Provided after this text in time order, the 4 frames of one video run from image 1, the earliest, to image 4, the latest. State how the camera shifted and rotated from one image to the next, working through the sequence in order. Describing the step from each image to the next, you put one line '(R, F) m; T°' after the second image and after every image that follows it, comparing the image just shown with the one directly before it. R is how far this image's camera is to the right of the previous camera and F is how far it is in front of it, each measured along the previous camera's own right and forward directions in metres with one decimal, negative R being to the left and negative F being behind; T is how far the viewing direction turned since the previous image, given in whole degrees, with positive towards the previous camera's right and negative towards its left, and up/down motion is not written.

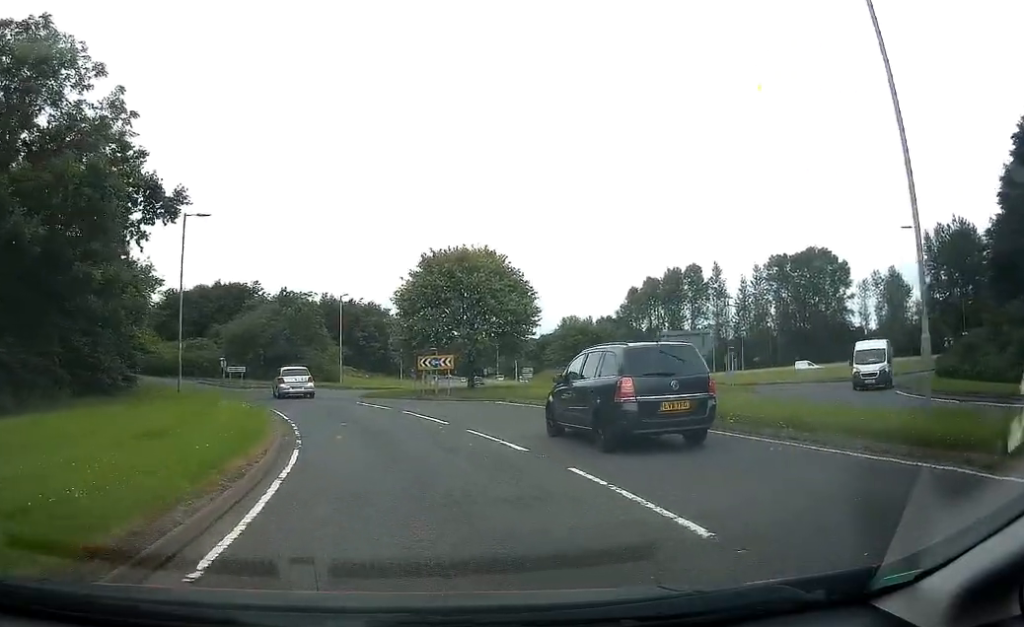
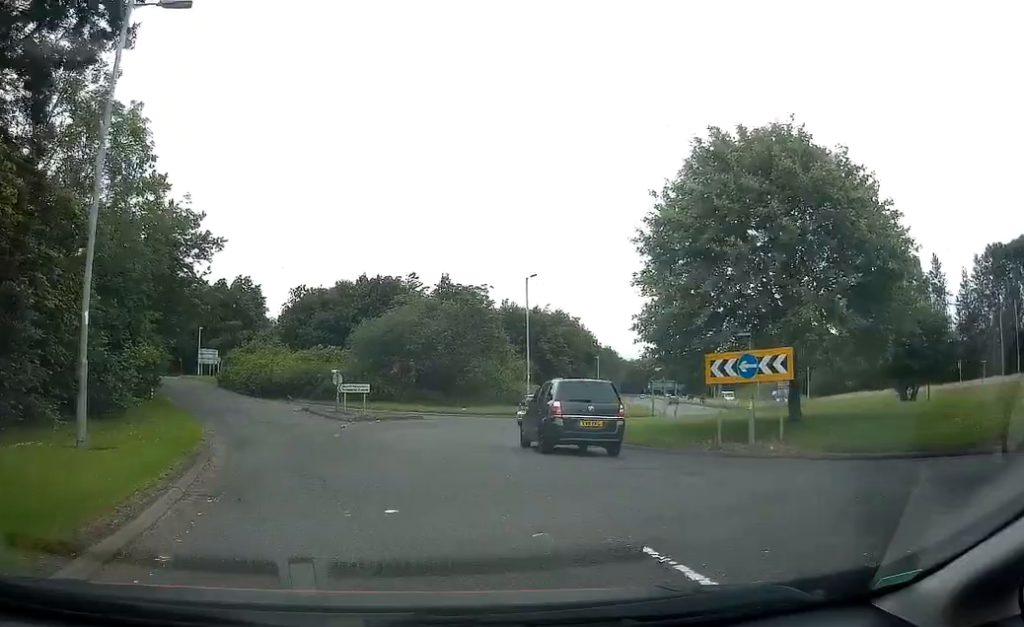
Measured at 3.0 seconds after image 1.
(-2.4, +19.7) m; -18°
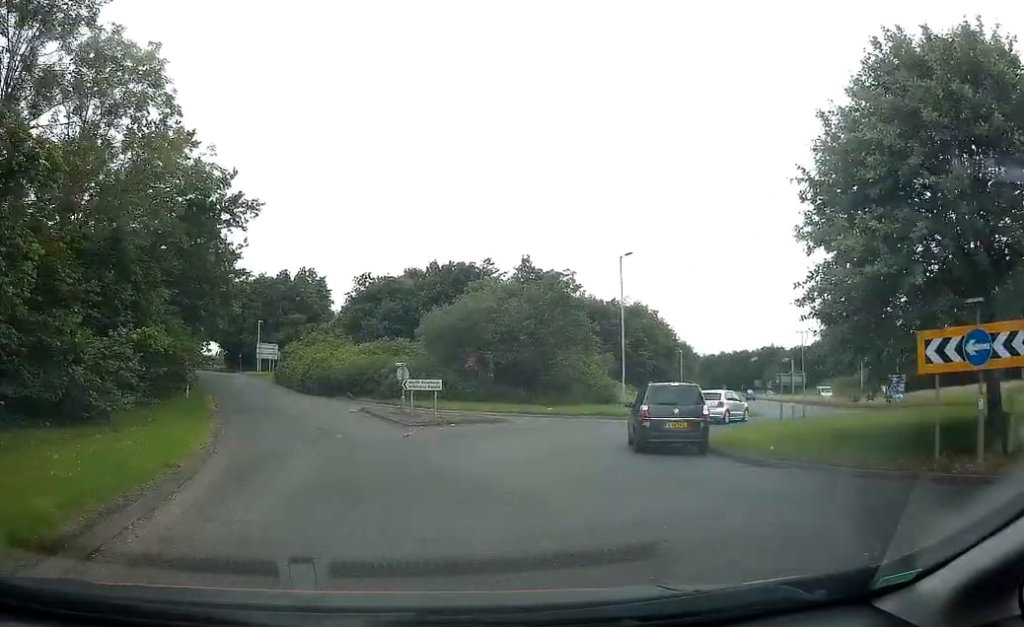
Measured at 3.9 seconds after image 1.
(-0.3, +5.3) m; -2°
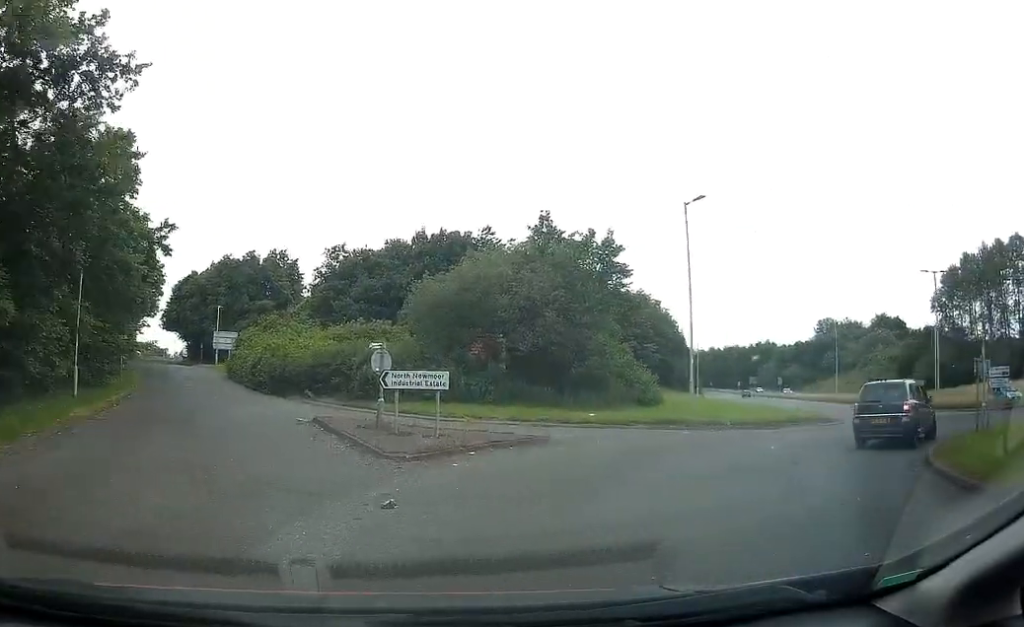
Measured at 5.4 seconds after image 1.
(+0.5, +10.3) m; +10°
